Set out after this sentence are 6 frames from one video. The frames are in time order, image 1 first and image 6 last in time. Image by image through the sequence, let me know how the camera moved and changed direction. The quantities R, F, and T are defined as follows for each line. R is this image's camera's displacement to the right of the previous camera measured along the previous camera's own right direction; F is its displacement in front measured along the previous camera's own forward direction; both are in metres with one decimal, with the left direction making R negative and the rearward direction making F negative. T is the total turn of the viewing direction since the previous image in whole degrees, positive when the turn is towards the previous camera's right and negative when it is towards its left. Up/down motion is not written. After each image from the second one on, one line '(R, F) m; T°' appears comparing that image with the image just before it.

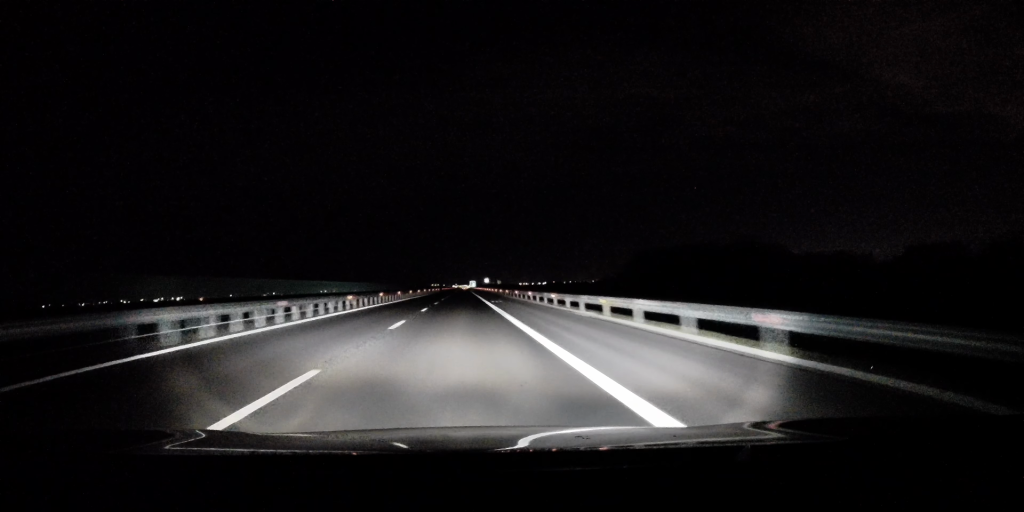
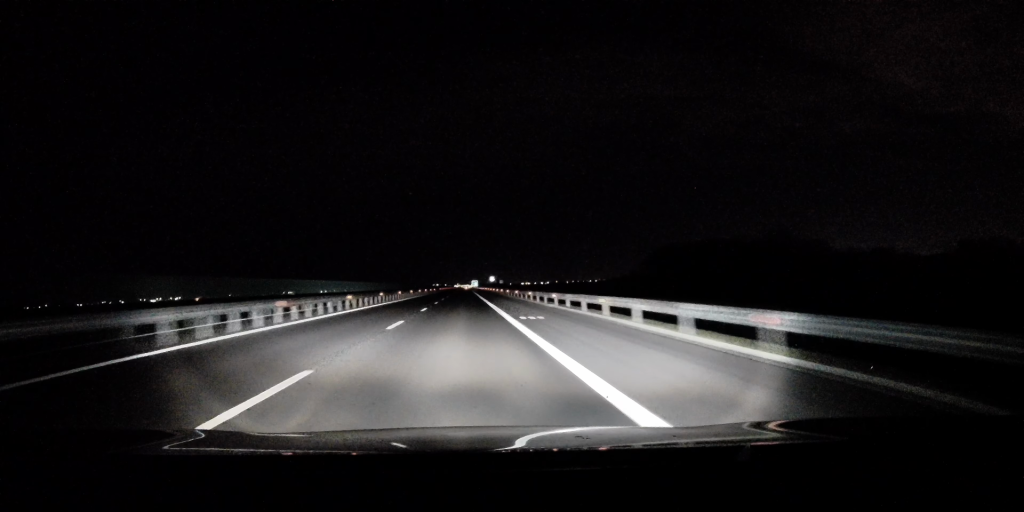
(-0.1, +24.1) m; +1°
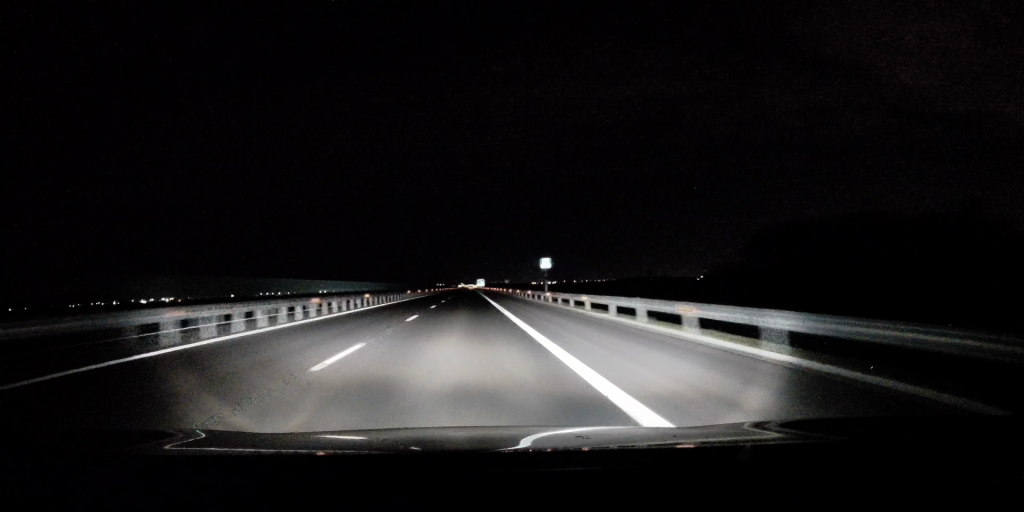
(-0.4, +79.6) m; 0°
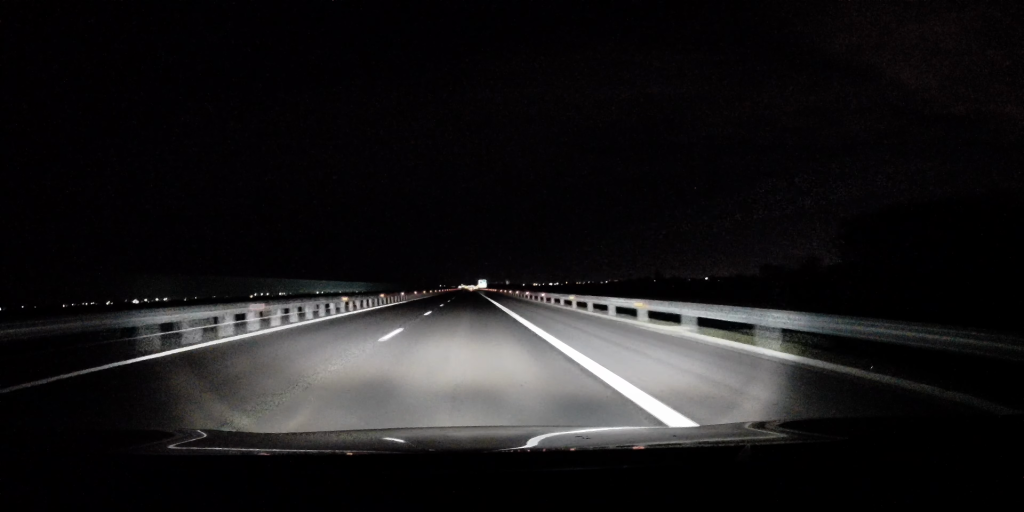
(+0.4, +43.1) m; 0°
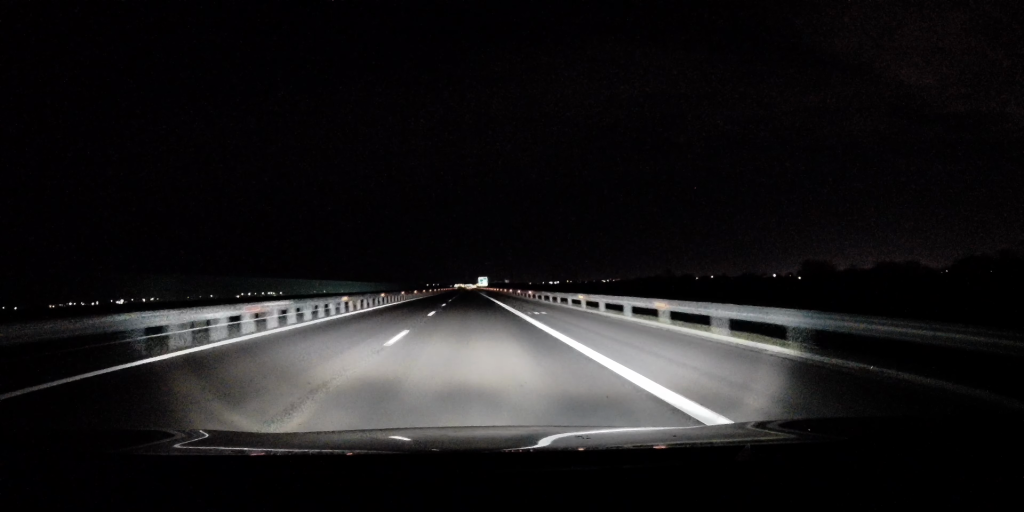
(-0.3, +72.8) m; 0°
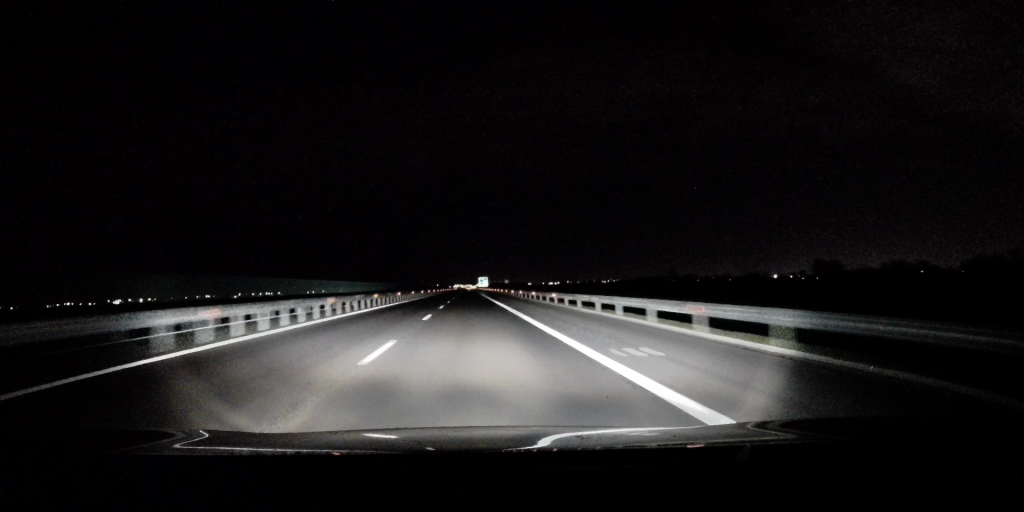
(0.0, +14.9) m; 0°
